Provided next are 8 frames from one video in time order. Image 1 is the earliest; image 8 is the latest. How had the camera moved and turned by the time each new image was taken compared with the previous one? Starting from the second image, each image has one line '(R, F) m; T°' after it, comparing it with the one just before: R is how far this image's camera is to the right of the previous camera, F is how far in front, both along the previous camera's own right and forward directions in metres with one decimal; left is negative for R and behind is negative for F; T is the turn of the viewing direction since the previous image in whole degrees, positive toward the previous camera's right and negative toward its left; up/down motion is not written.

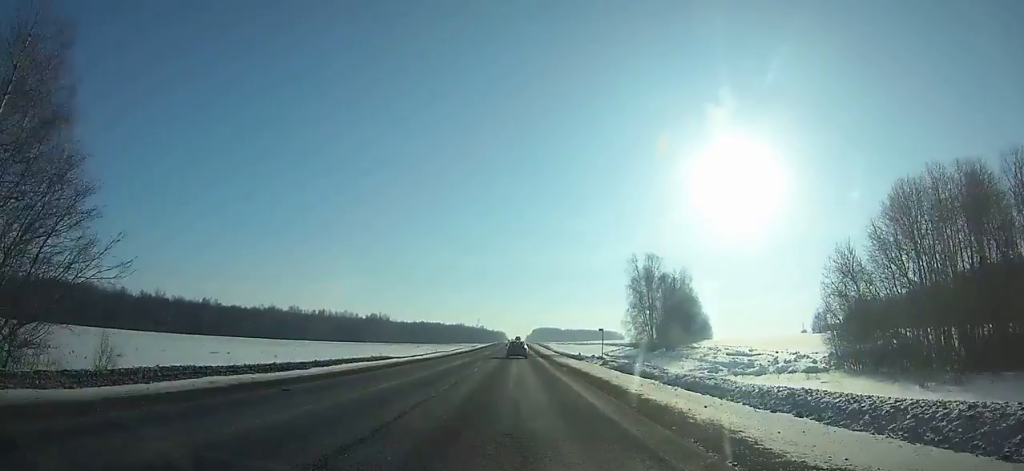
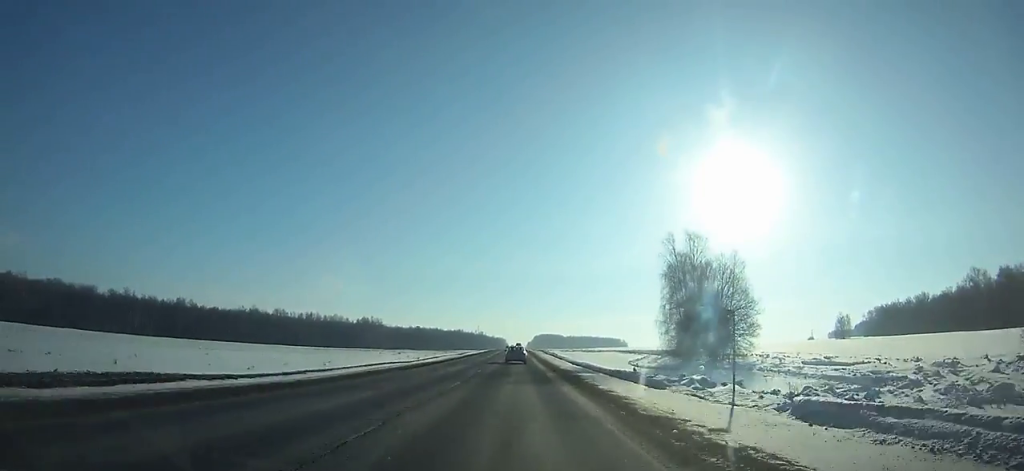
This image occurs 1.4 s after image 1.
(0.0, +31.0) m; 0°
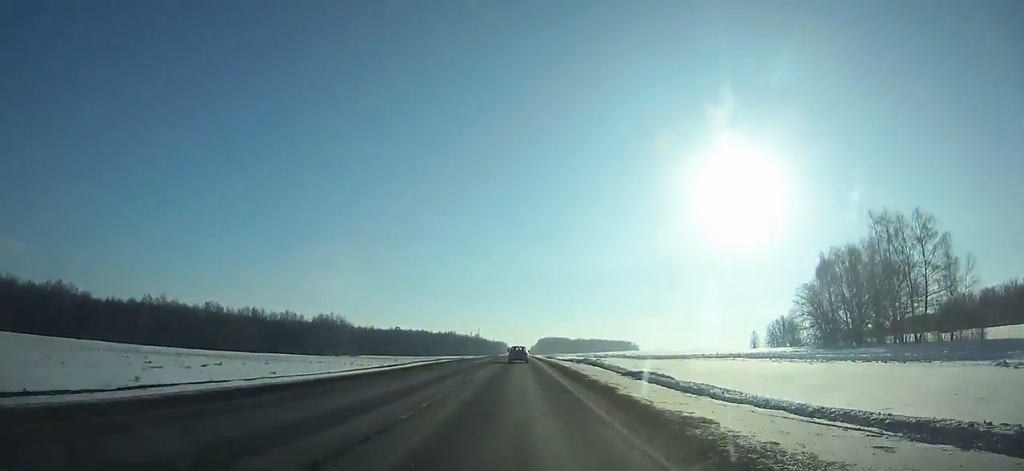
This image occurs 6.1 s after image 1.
(-0.3, +104.2) m; 0°
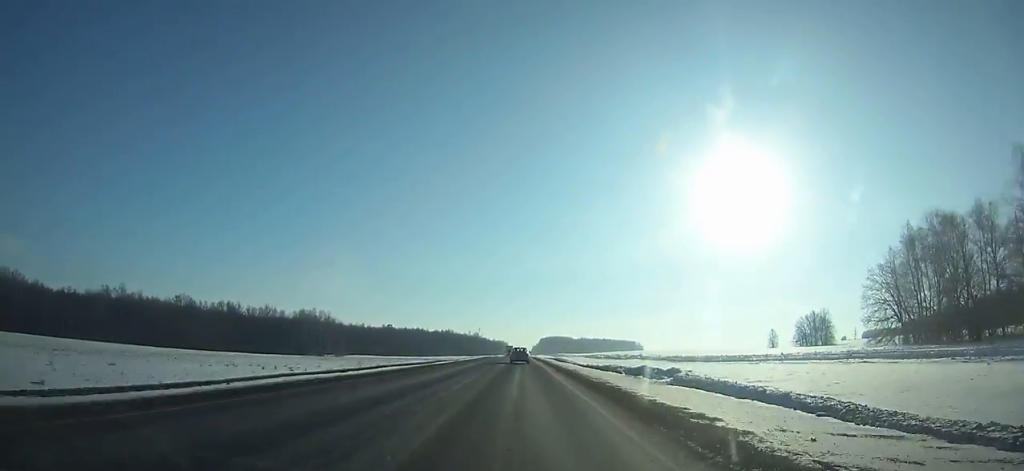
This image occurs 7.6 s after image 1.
(0.0, +33.4) m; 0°
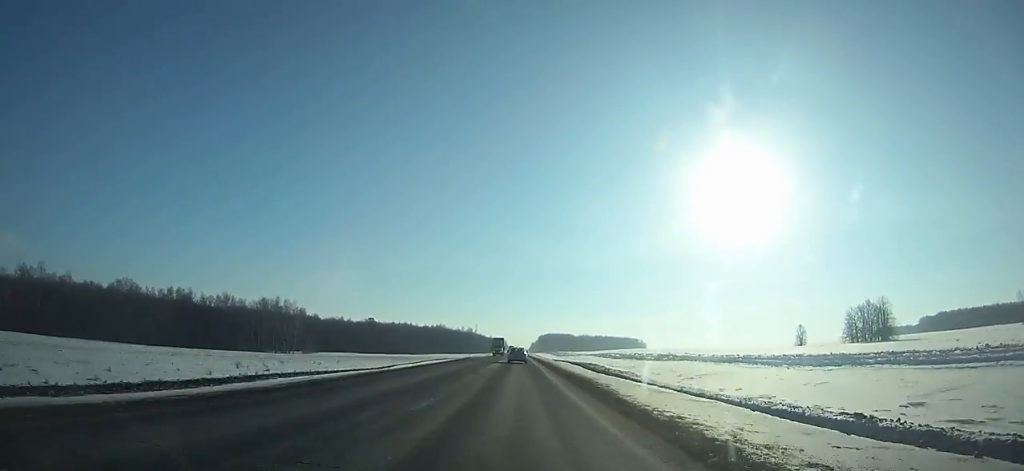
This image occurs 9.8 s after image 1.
(0.0, +49.1) m; 0°
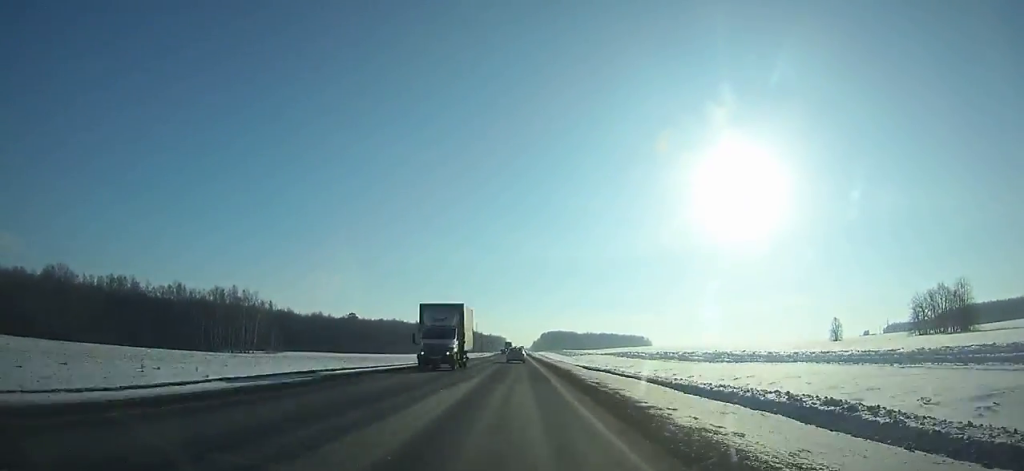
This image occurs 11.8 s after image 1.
(0.0, +44.8) m; 0°
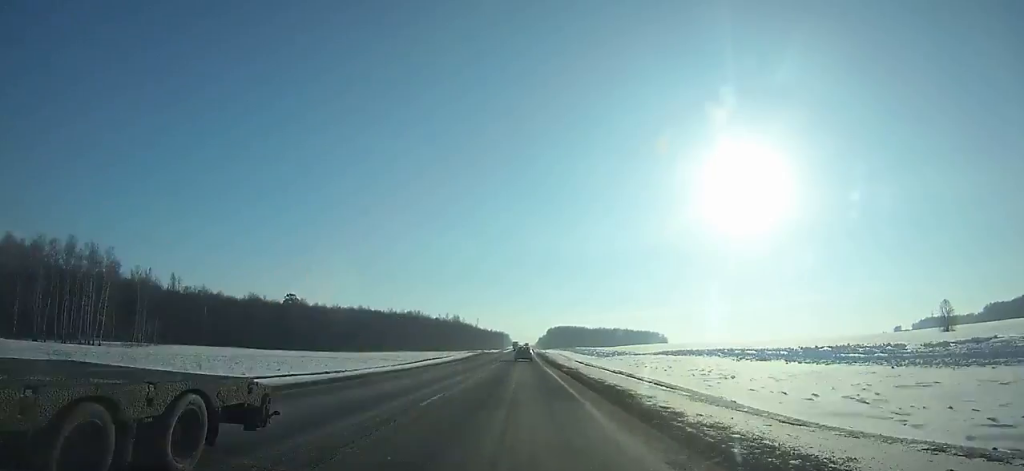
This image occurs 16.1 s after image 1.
(-0.2, +96.5) m; 0°
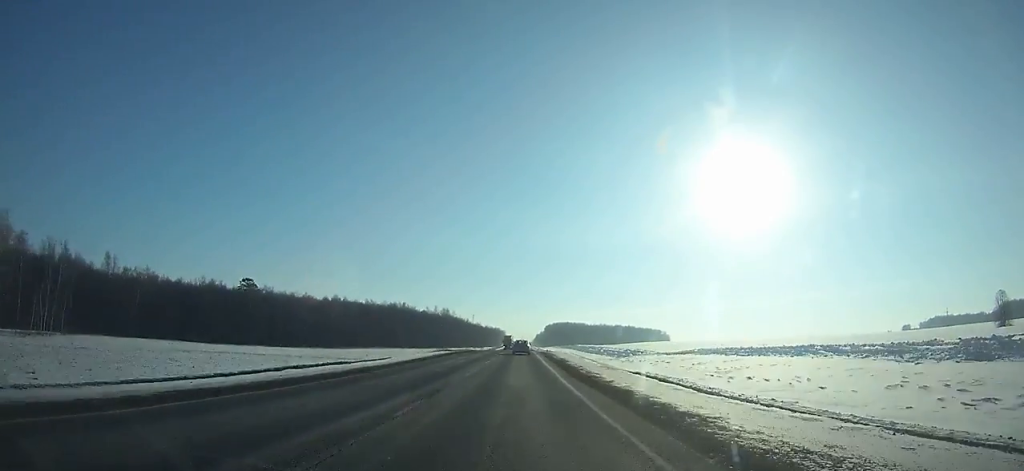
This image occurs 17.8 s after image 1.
(+0.1, +38.1) m; 0°
